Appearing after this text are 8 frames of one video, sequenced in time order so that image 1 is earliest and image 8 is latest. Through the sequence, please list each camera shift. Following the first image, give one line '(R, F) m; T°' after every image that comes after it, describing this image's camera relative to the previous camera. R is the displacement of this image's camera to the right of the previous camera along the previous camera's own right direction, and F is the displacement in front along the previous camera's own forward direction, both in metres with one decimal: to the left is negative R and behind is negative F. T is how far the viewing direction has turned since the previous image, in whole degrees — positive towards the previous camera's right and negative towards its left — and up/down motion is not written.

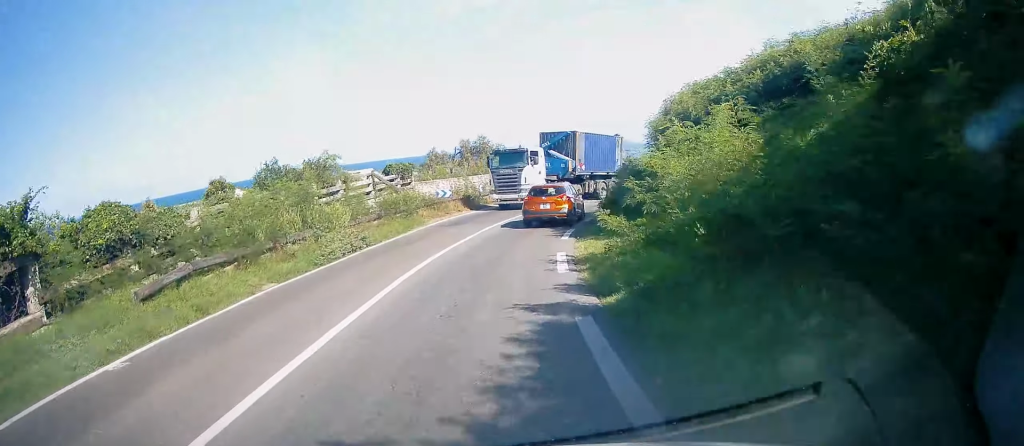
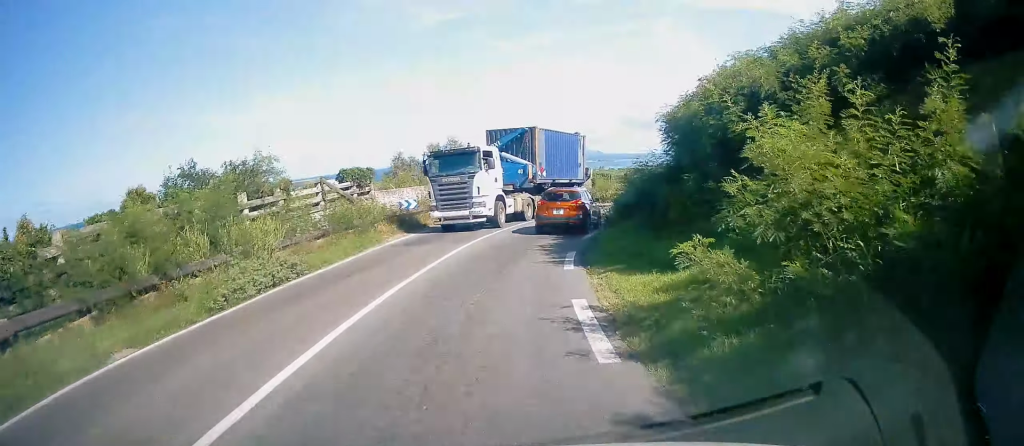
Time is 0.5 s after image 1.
(+0.1, +5.2) m; +1°
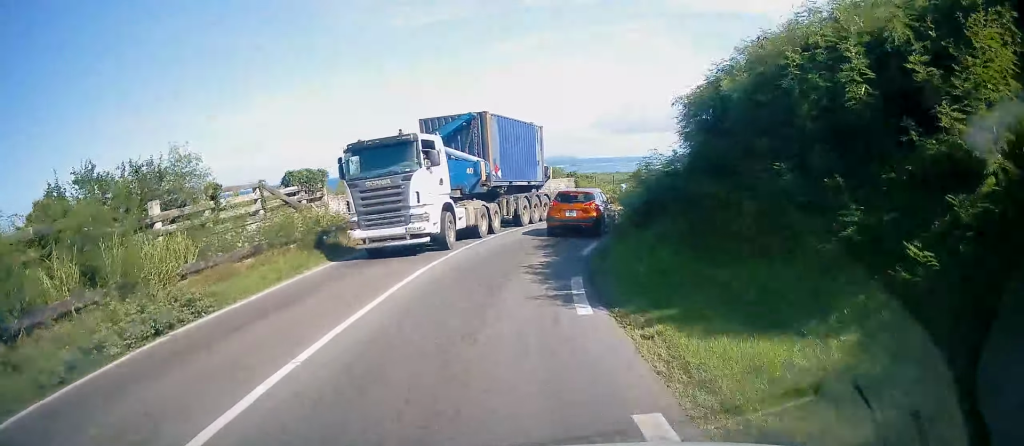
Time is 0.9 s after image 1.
(0.0, +4.3) m; +2°
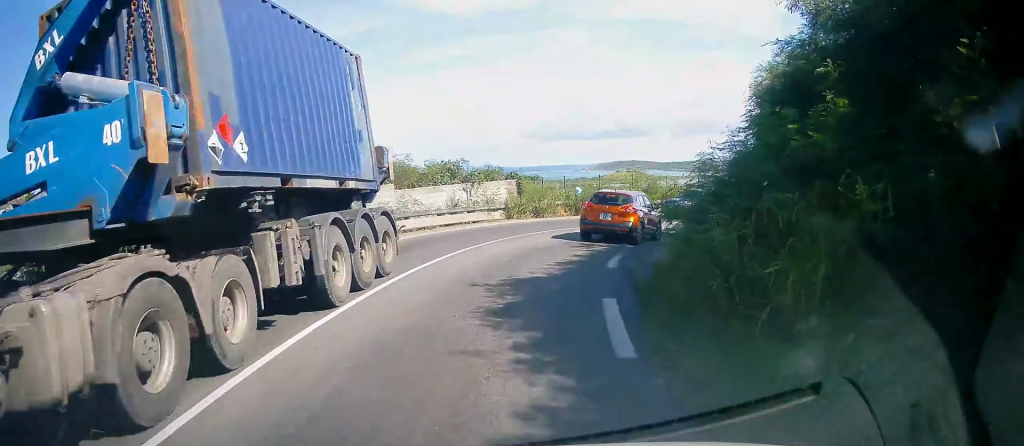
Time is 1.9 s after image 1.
(+0.1, +9.0) m; +7°
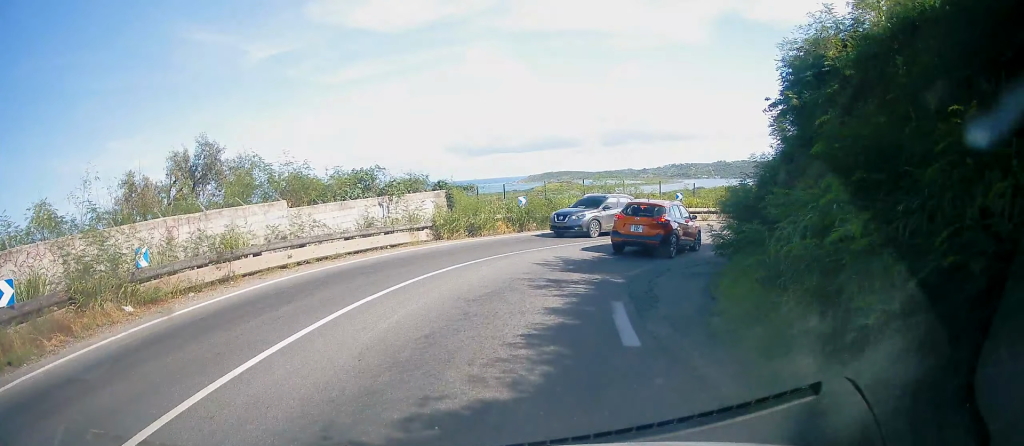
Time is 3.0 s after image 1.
(+1.2, +9.4) m; +12°
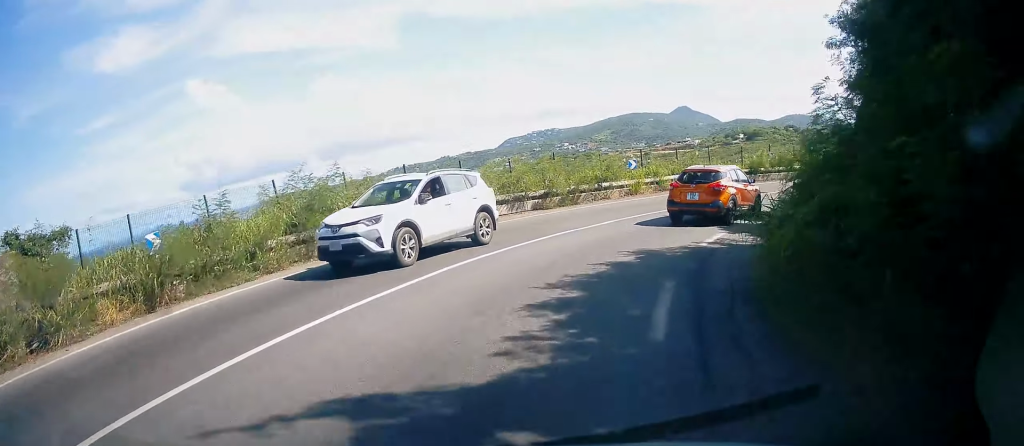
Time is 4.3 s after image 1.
(+1.3, +9.9) m; +19°
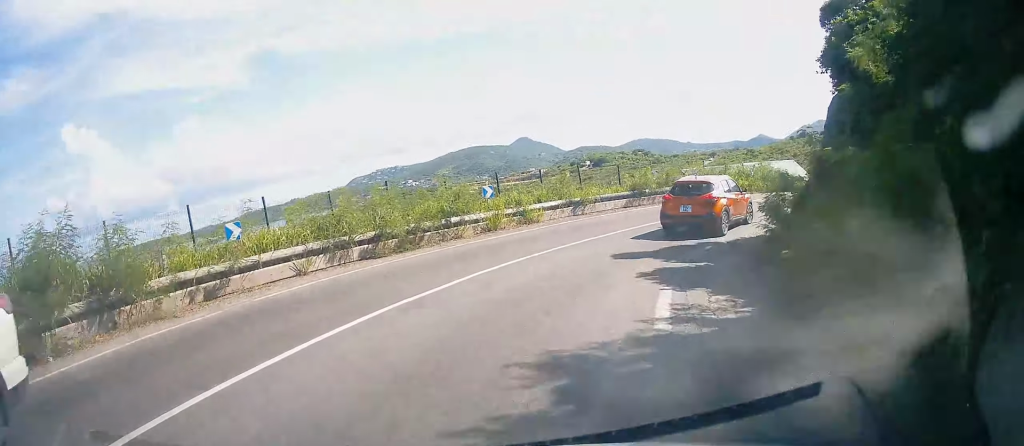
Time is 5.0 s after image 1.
(+0.6, +5.6) m; +17°
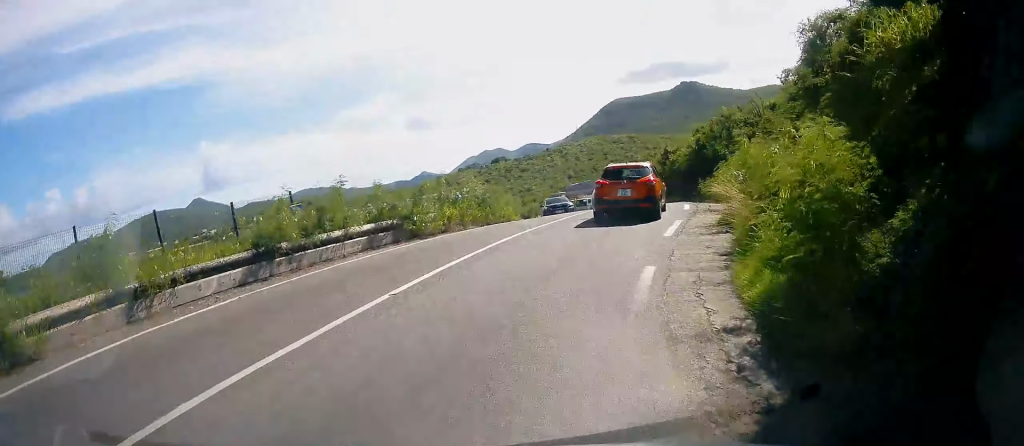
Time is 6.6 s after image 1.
(+4.6, +11.3) m; +36°
